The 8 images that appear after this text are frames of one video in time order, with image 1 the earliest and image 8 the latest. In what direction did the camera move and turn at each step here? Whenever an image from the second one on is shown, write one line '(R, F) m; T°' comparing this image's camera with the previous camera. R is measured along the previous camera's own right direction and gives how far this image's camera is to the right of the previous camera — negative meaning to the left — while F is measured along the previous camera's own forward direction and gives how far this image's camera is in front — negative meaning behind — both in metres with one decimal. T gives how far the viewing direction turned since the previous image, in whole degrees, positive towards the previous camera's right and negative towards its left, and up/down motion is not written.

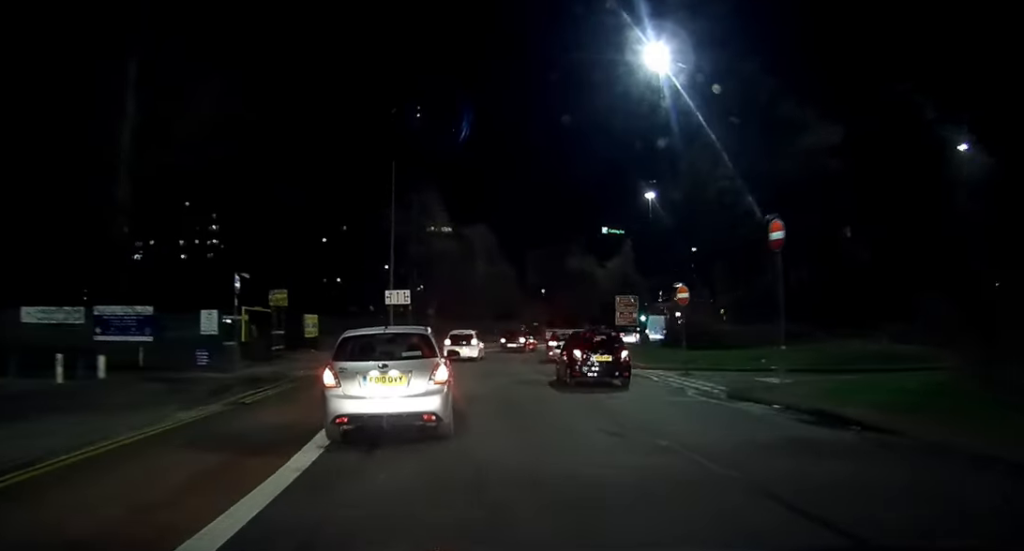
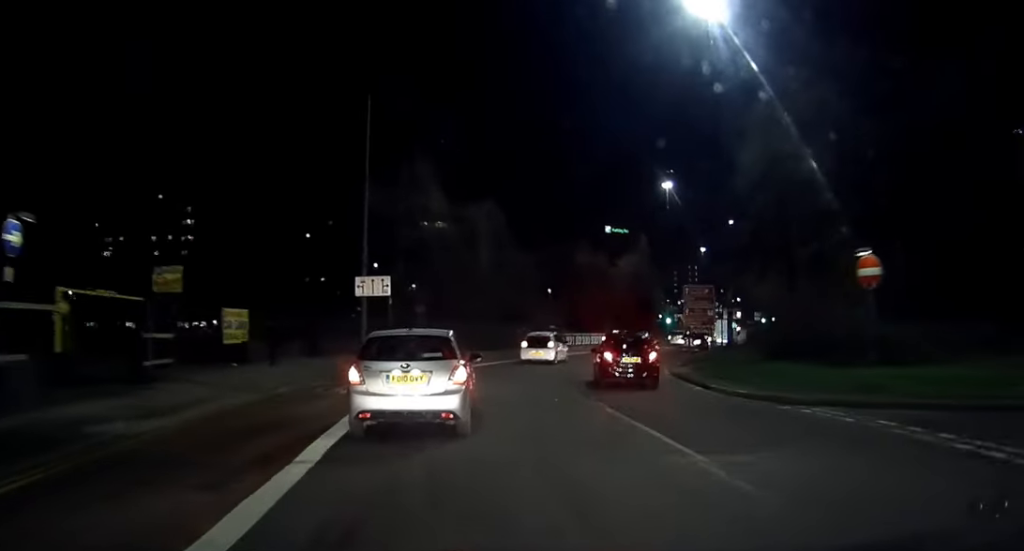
(+0.3, +14.5) m; +2°
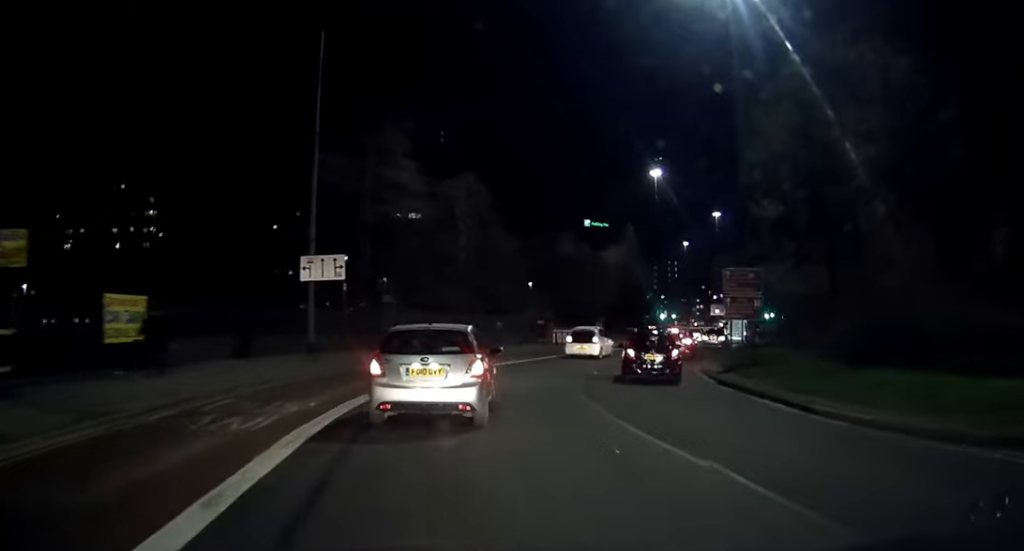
(+0.1, +8.1) m; +3°
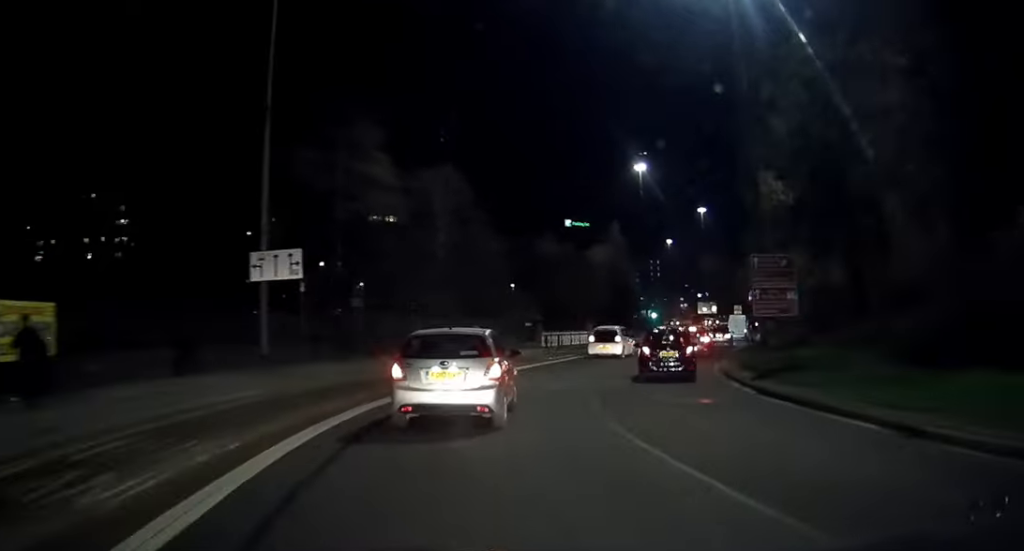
(-0.1, +4.6) m; +3°
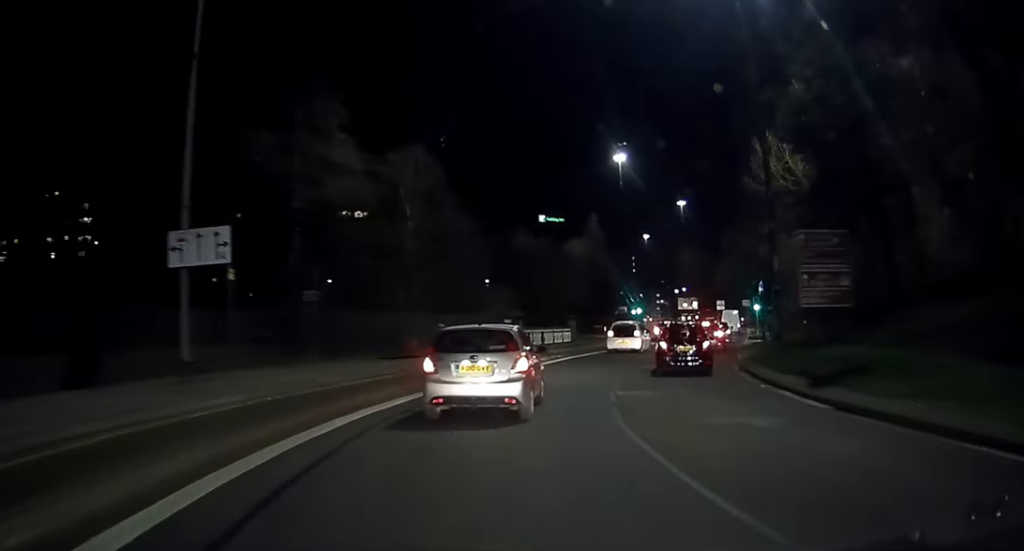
(+0.3, +4.9) m; +3°
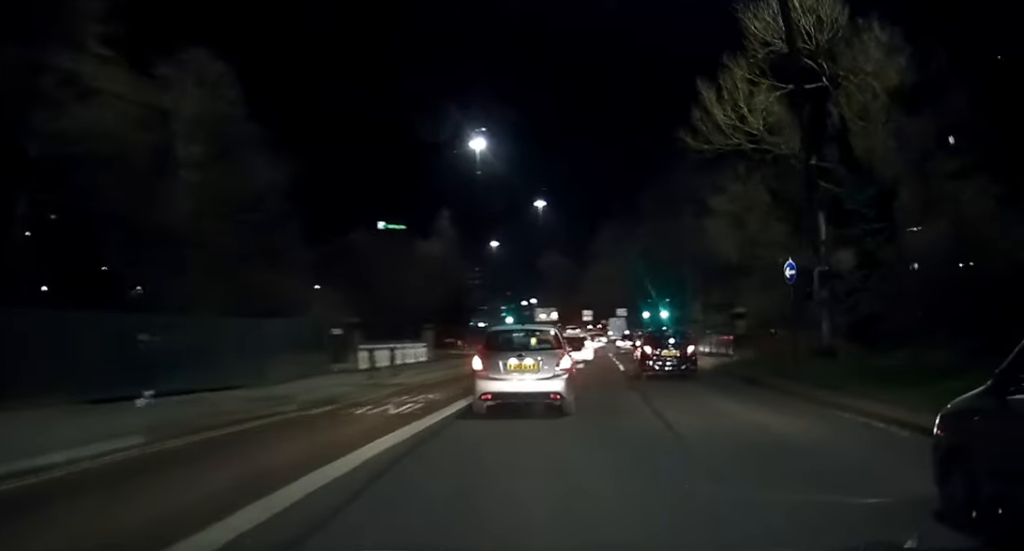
(+1.4, +16.9) m; +12°
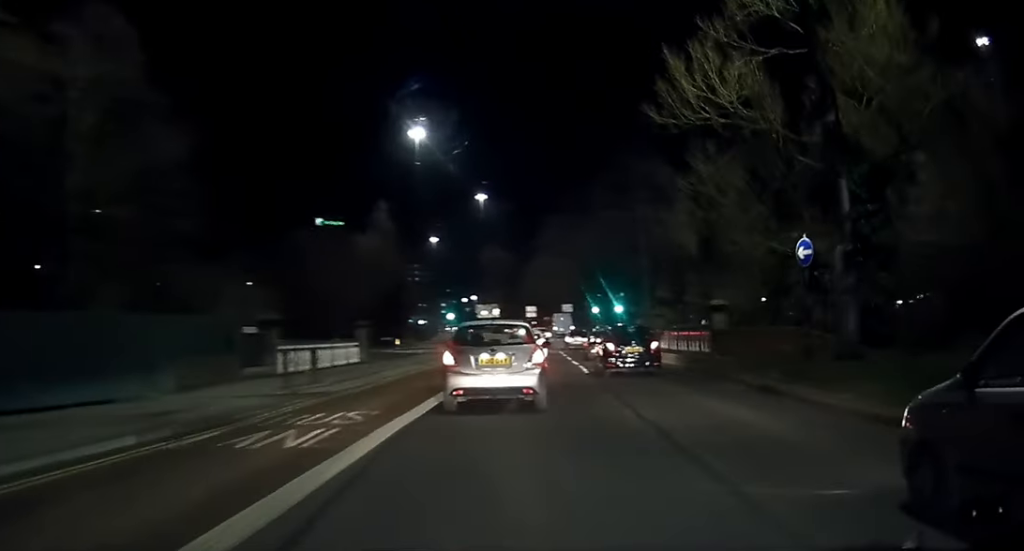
(+0.4, +4.5) m; +4°
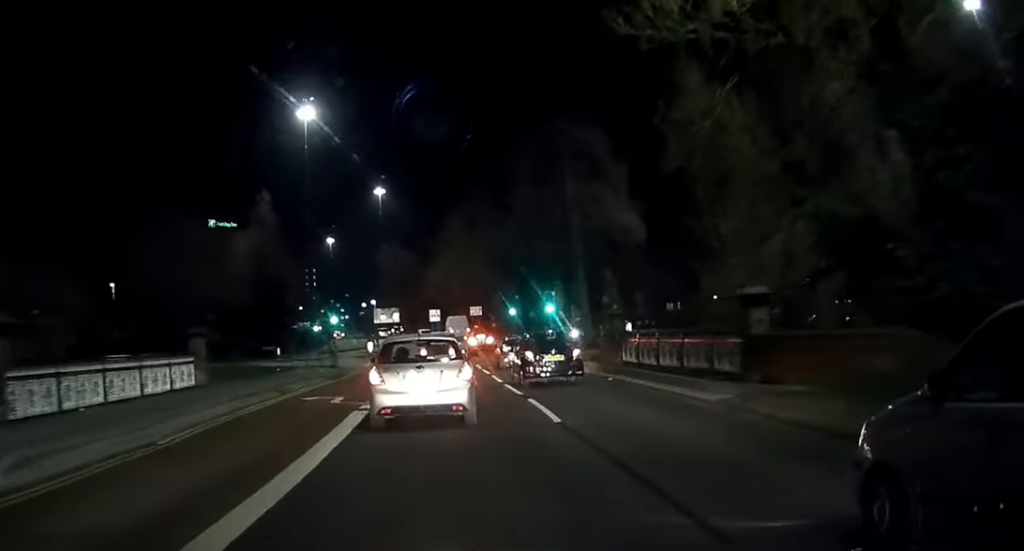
(+0.8, +12.4) m; +5°
